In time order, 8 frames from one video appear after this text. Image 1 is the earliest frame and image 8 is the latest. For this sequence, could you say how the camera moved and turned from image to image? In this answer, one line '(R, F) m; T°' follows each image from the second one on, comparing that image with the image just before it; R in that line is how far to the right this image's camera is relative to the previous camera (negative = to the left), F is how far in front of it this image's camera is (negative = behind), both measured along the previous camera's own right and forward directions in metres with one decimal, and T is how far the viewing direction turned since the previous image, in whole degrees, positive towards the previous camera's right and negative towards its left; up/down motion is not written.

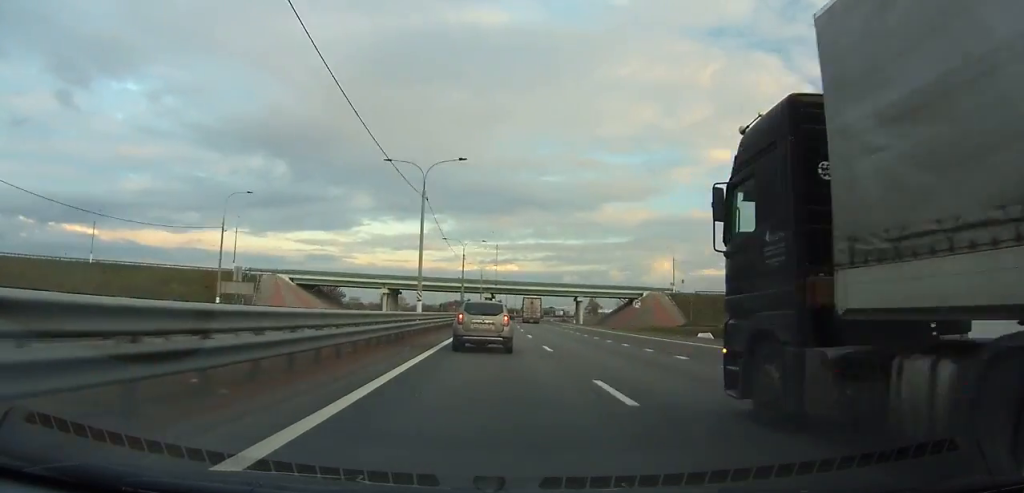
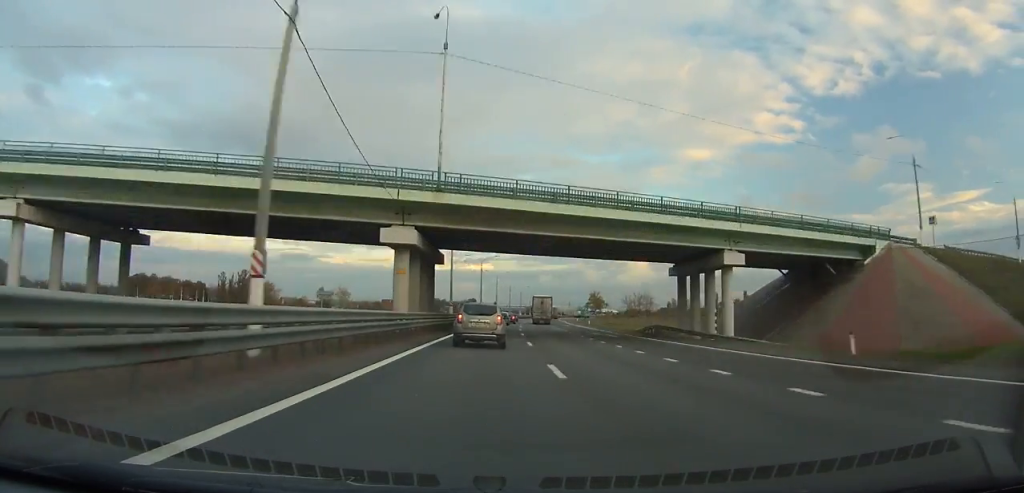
(+0.8, +89.5) m; +2°
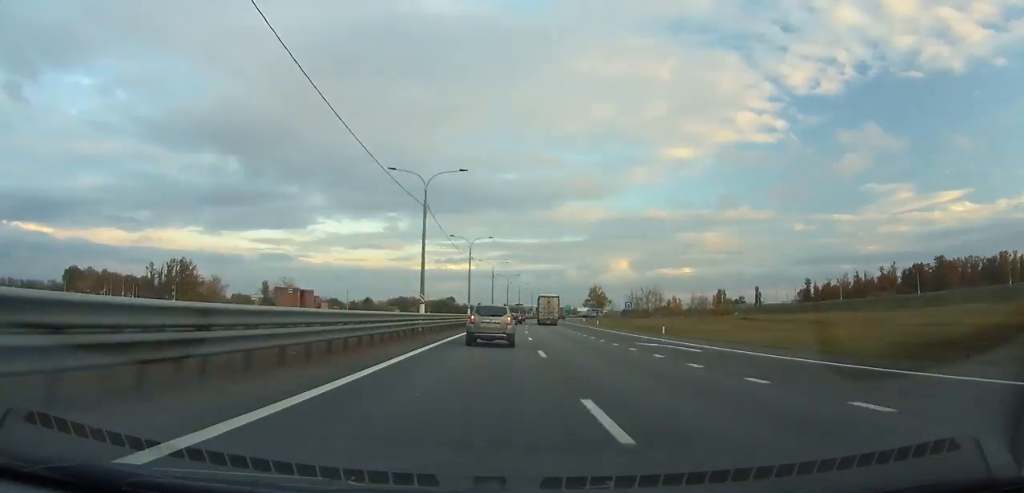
(+0.6, +52.5) m; +2°
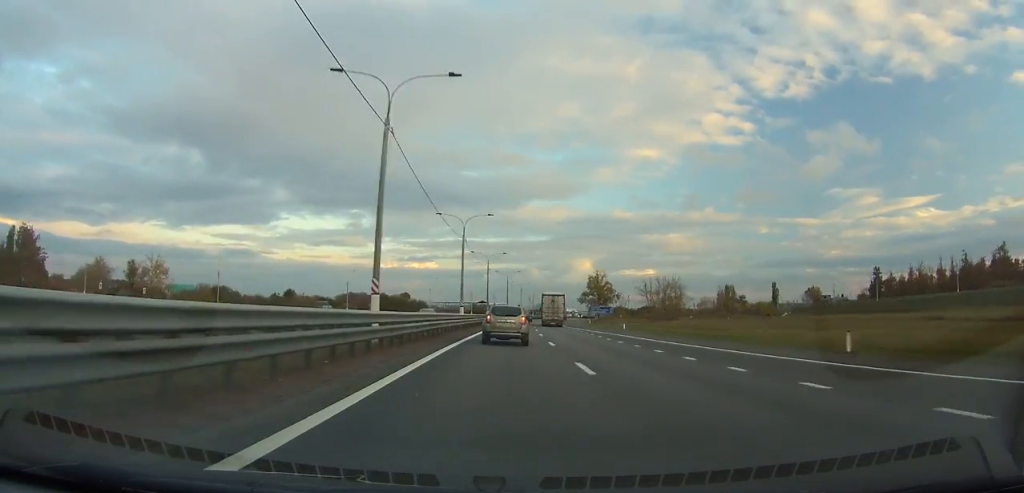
(+1.8, +78.1) m; +4°
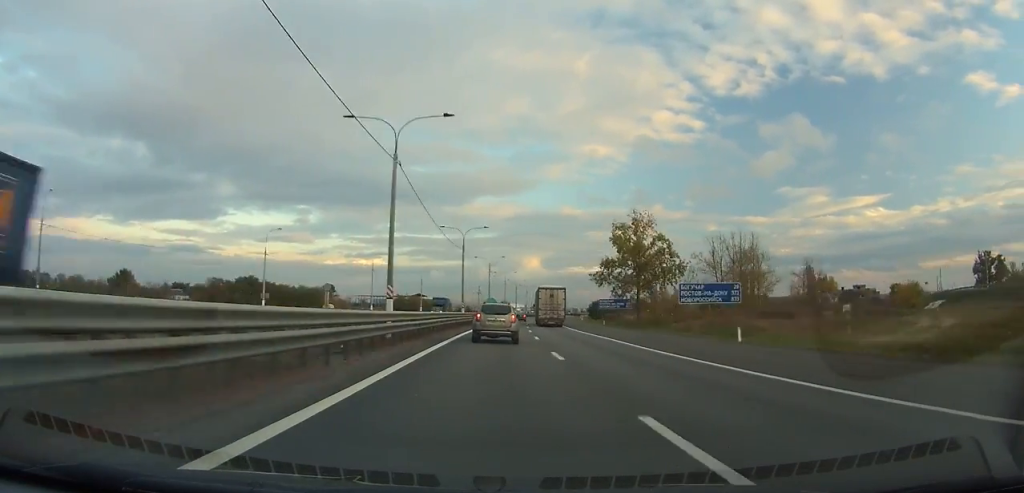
(+3.8, +90.7) m; +5°
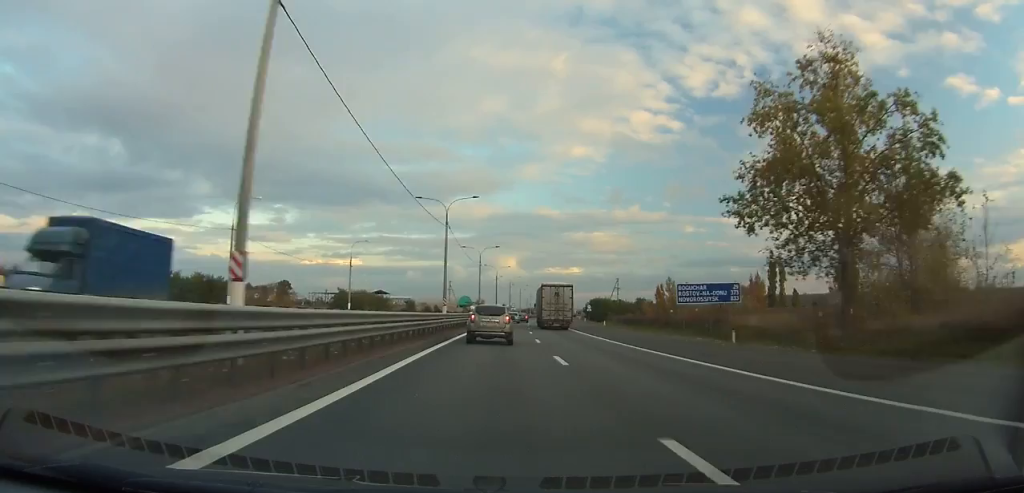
(+0.7, +48.7) m; +3°
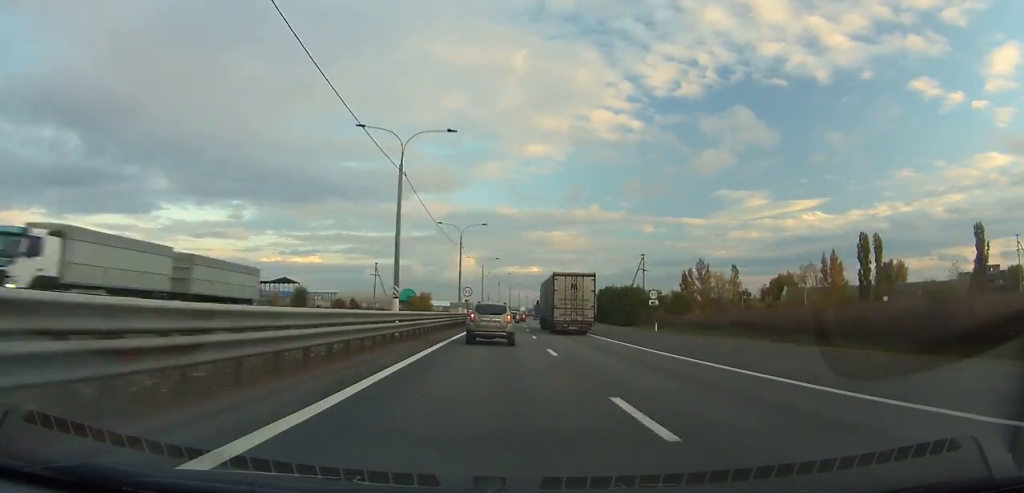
(+2.8, +79.2) m; +4°
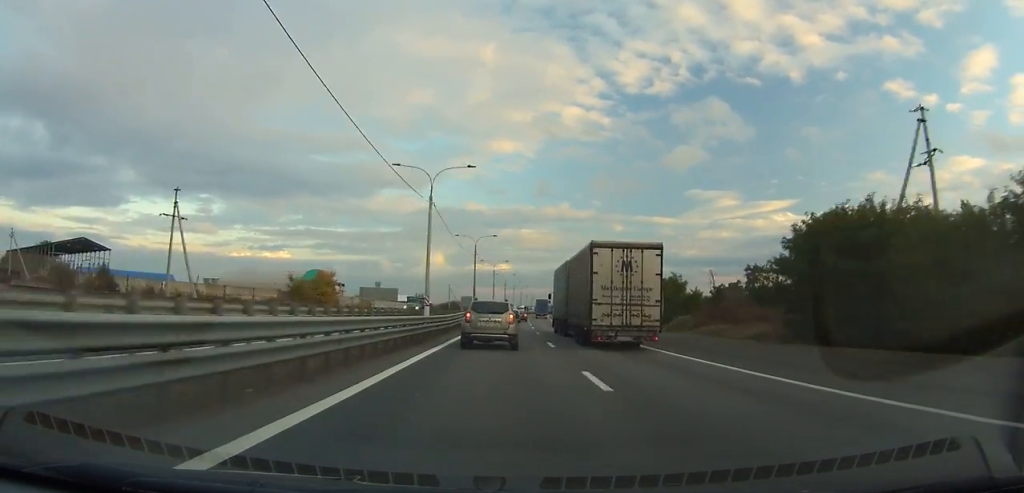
(+3.6, +90.2) m; +3°
